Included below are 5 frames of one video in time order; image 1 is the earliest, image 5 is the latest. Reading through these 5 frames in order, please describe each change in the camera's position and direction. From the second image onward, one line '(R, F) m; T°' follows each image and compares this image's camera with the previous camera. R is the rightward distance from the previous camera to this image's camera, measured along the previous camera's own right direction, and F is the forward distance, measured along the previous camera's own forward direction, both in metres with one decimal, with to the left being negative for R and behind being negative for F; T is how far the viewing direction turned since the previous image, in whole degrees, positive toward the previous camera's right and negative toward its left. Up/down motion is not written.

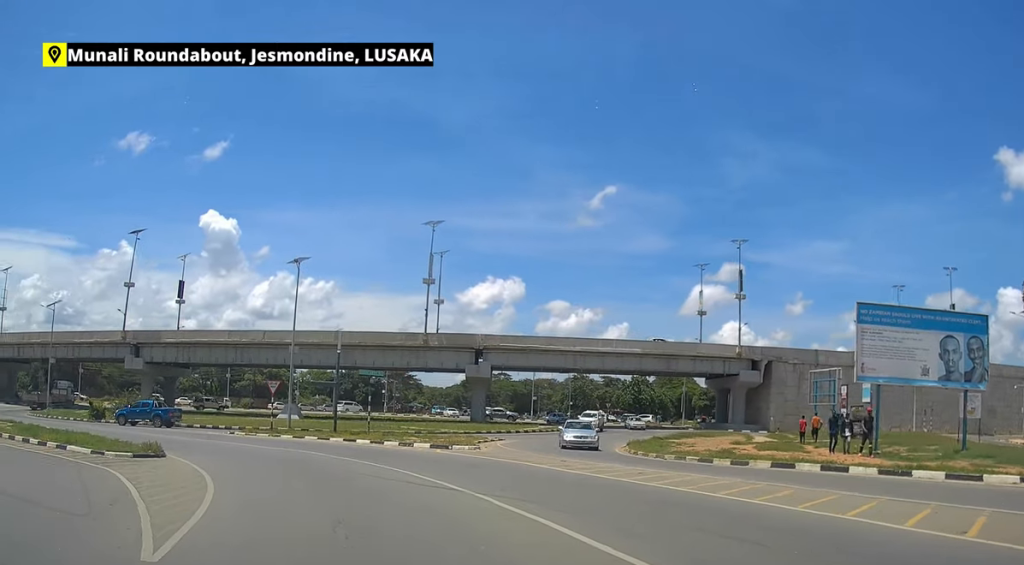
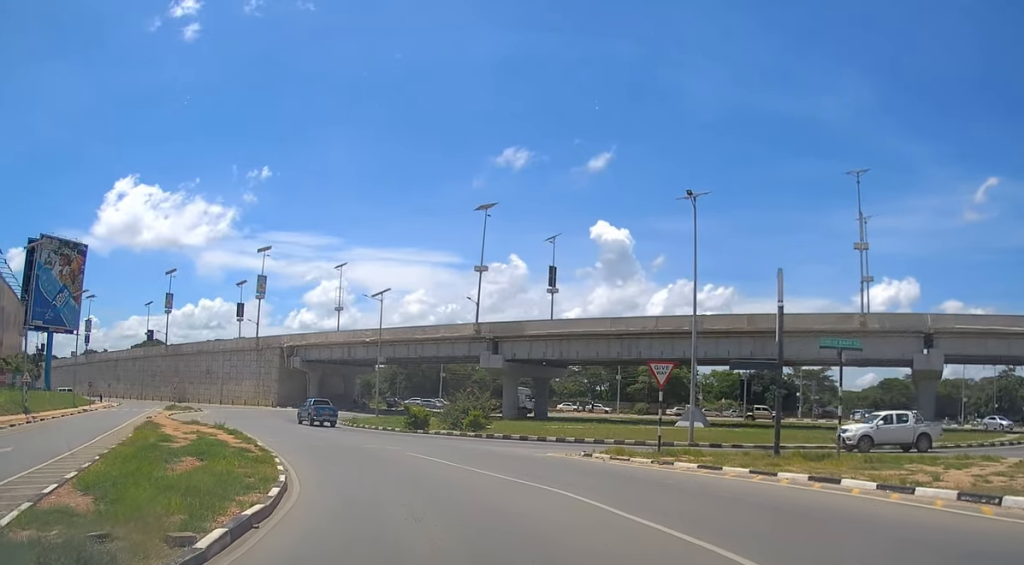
(-5.9, +15.9) m; -38°
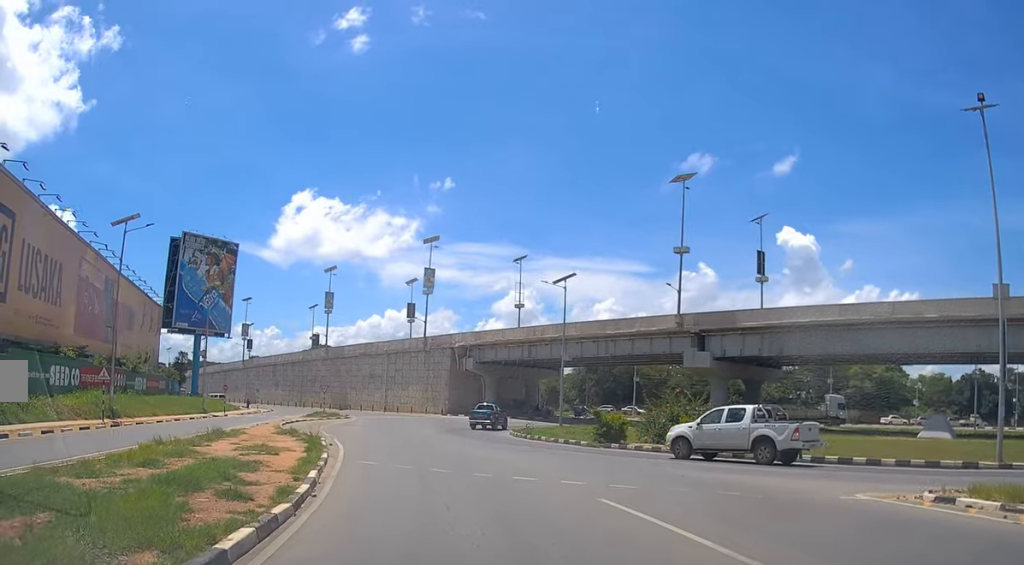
(-1.3, +11.4) m; -10°
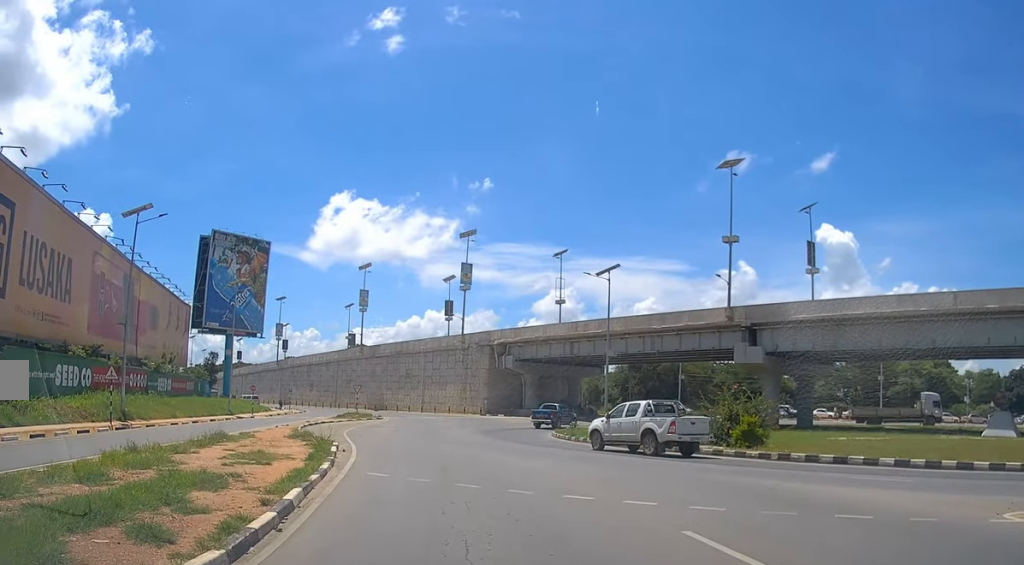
(-0.2, +3.2) m; -5°
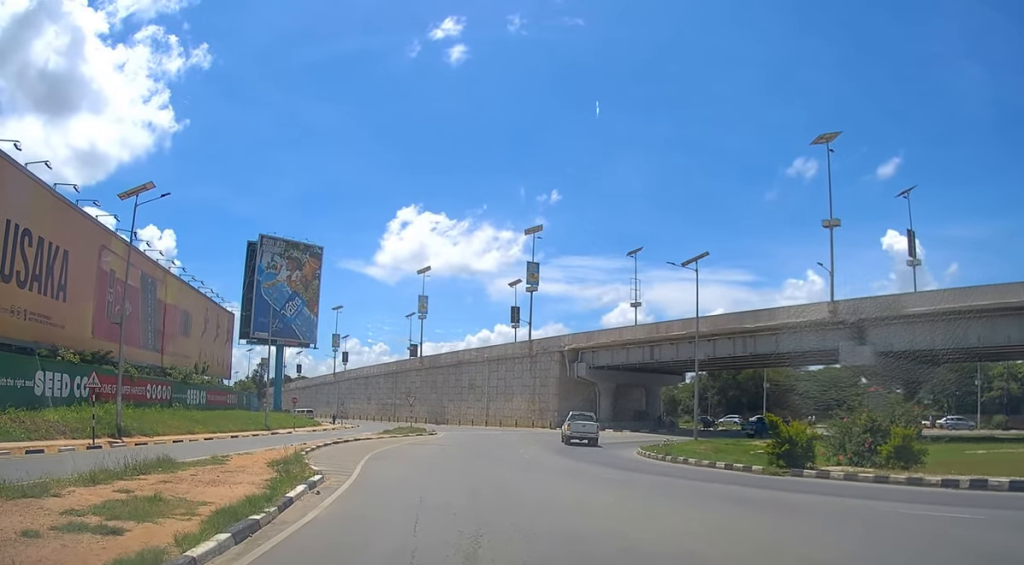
(-0.7, +8.0) m; -6°
